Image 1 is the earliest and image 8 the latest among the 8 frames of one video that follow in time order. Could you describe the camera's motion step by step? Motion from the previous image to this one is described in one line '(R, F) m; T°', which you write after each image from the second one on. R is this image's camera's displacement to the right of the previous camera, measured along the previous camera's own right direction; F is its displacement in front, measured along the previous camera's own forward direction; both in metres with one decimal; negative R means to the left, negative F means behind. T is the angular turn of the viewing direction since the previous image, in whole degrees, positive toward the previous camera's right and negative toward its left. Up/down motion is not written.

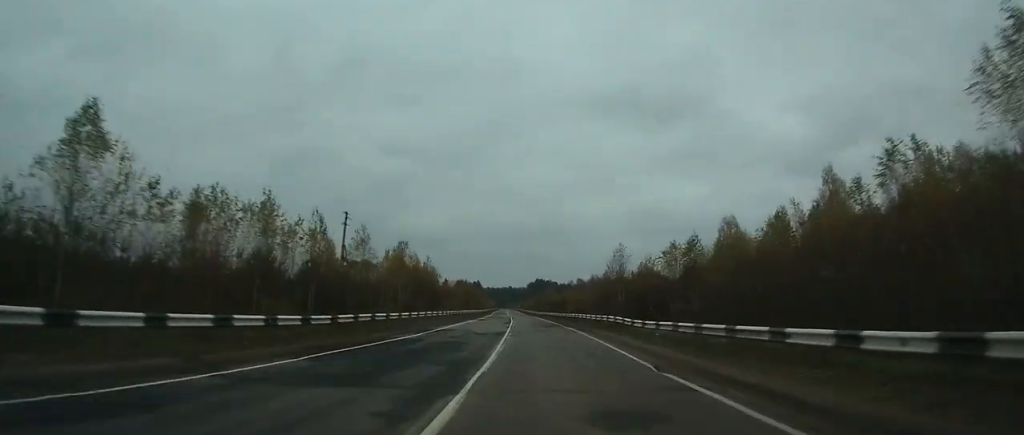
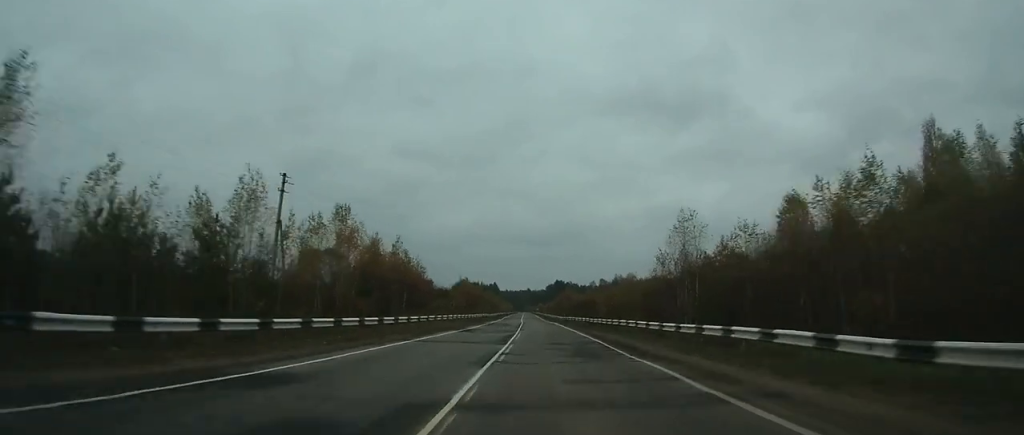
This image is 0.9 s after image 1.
(-0.2, +24.0) m; -1°
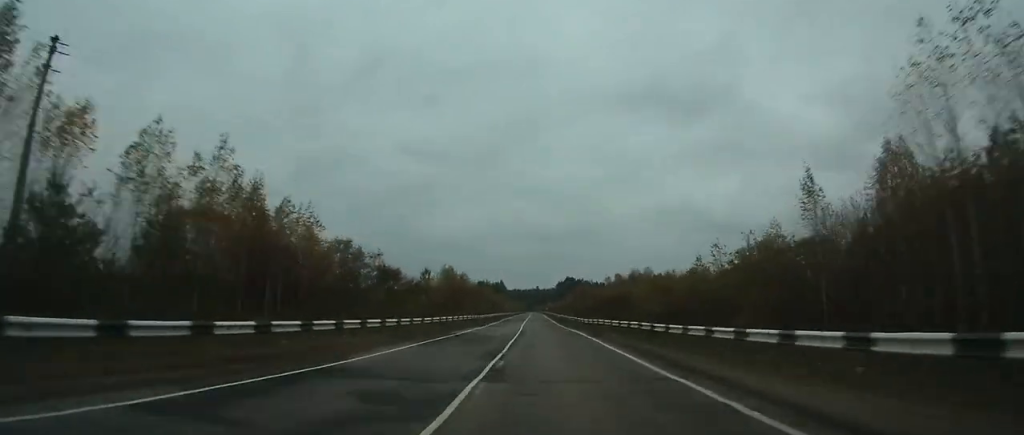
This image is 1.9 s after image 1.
(-0.3, +29.8) m; -1°
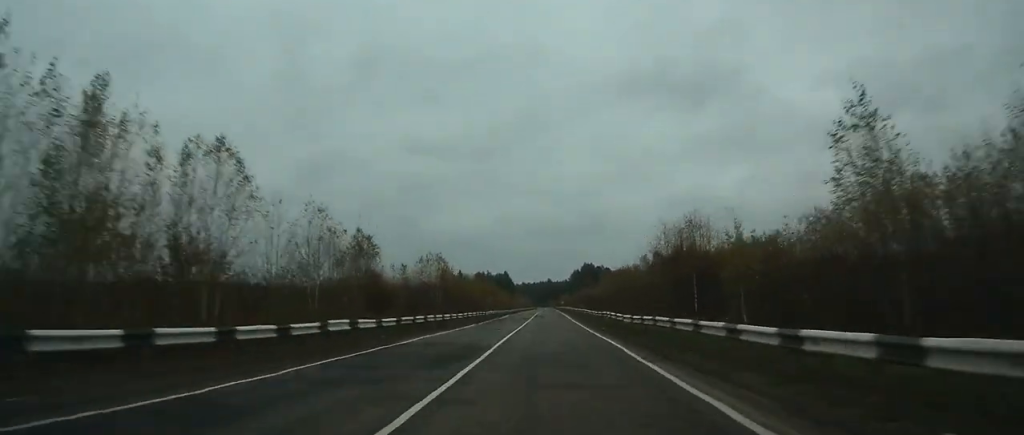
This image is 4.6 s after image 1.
(-1.6, +74.3) m; -2°
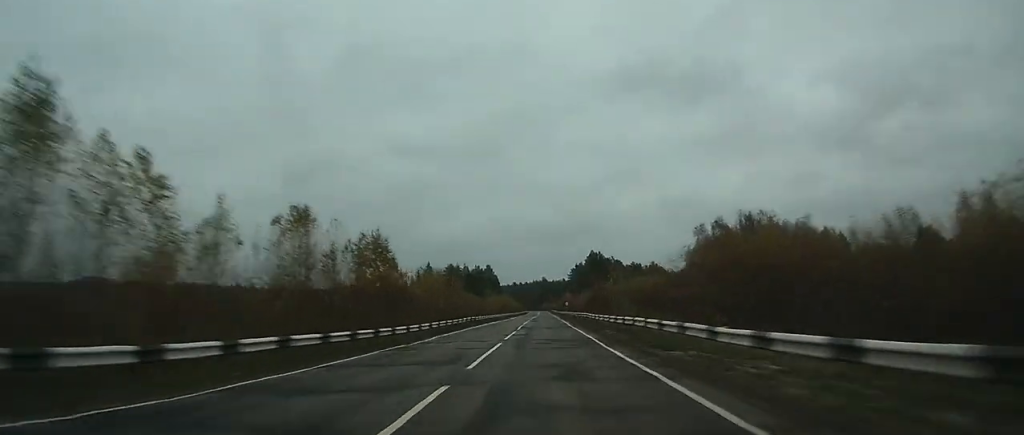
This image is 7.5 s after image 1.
(-0.6, +78.7) m; -1°
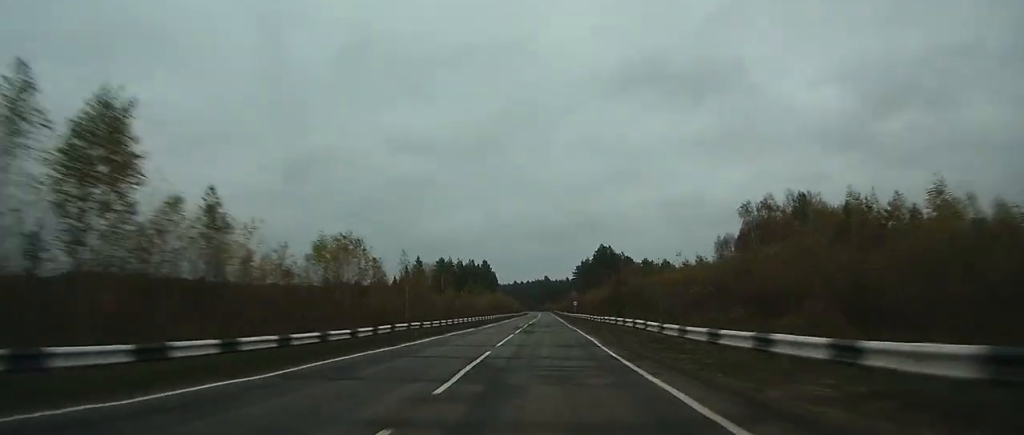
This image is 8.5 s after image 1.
(-0.1, +26.3) m; 0°
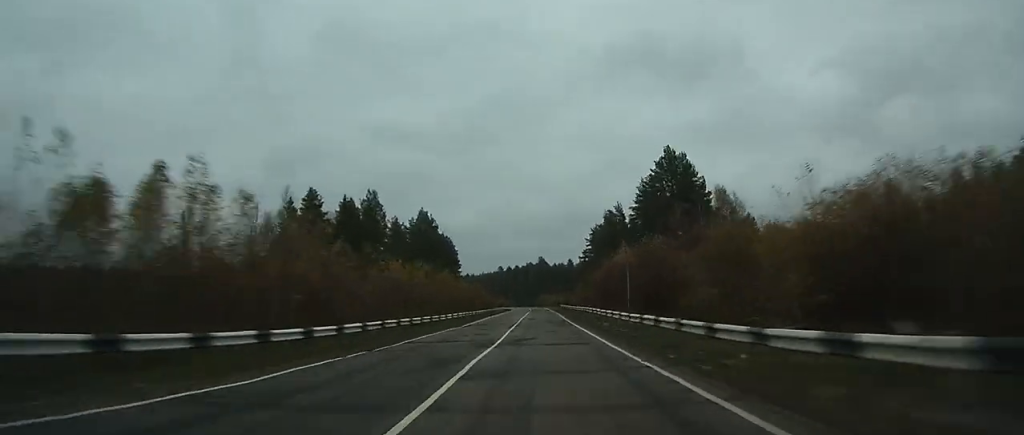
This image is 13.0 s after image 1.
(-0.2, +124.0) m; 0°
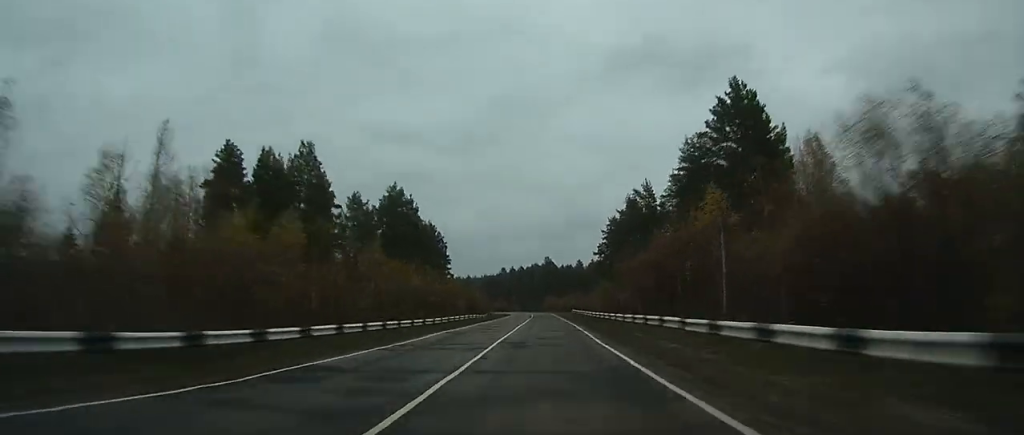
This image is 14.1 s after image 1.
(0.0, +30.3) m; 0°
